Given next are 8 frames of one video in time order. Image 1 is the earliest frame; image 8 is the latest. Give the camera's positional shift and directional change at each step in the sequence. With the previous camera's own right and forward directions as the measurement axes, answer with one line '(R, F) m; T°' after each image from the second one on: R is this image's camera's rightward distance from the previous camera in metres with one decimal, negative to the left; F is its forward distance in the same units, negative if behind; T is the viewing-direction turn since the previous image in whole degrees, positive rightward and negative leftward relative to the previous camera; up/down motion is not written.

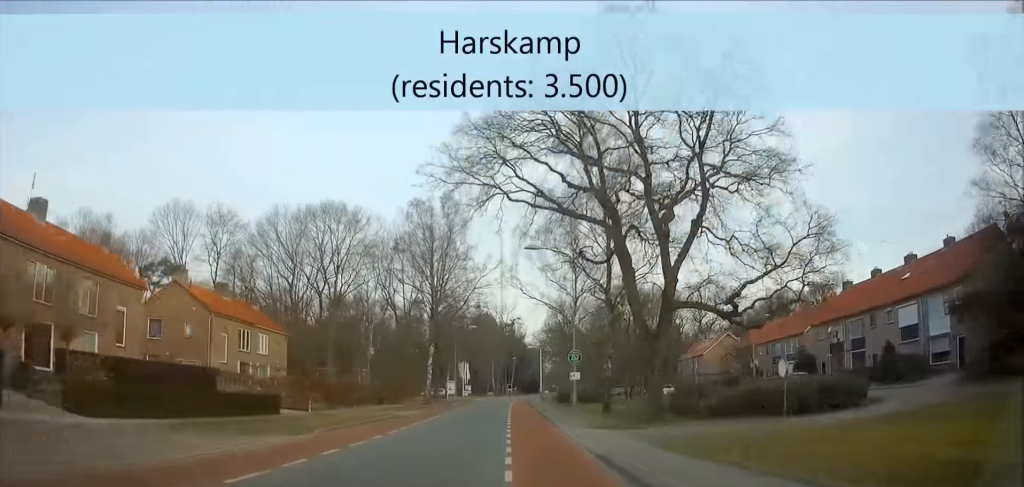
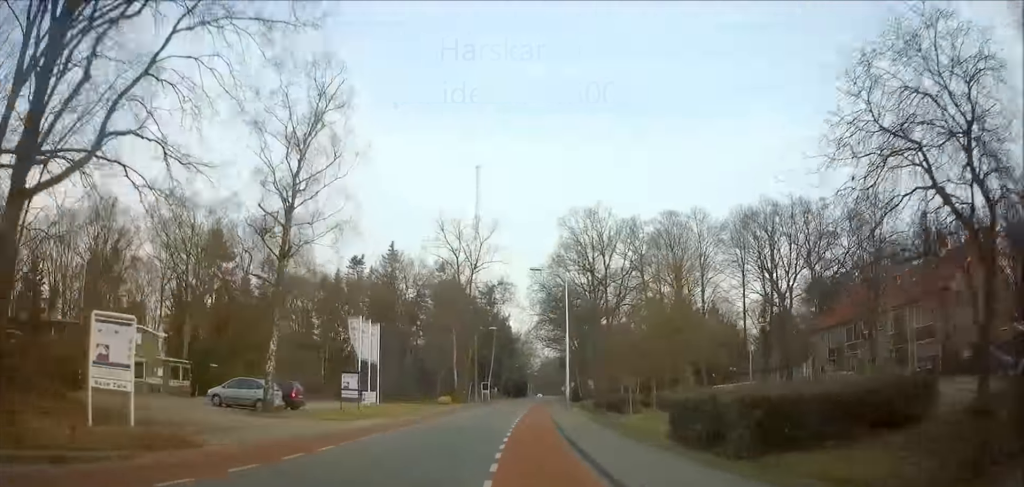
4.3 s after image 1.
(+1.0, +66.1) m; +2°
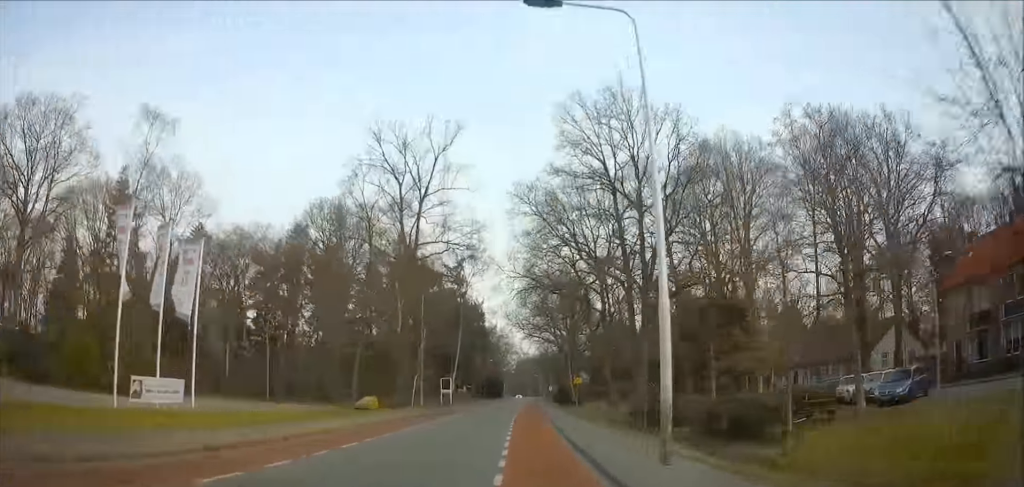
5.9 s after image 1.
(+0.3, +26.0) m; +1°
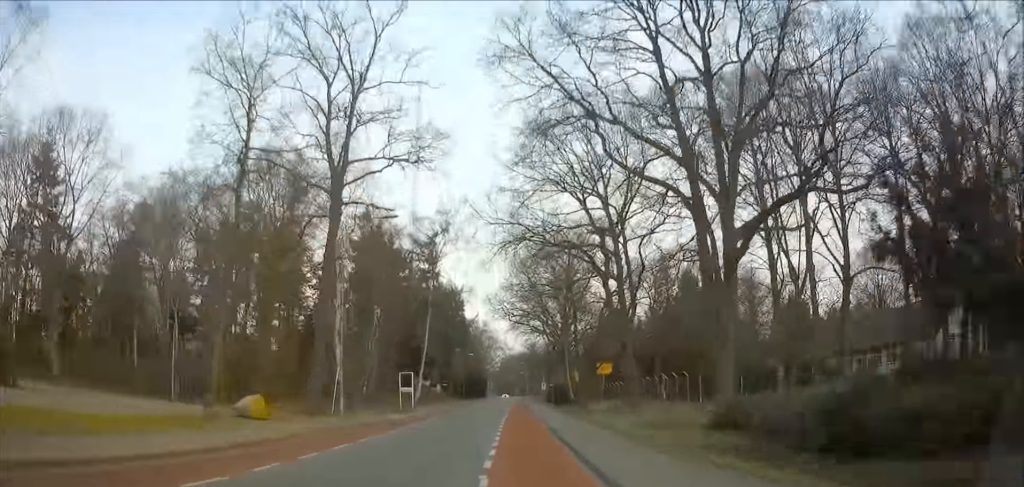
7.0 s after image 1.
(+0.1, +16.6) m; +1°
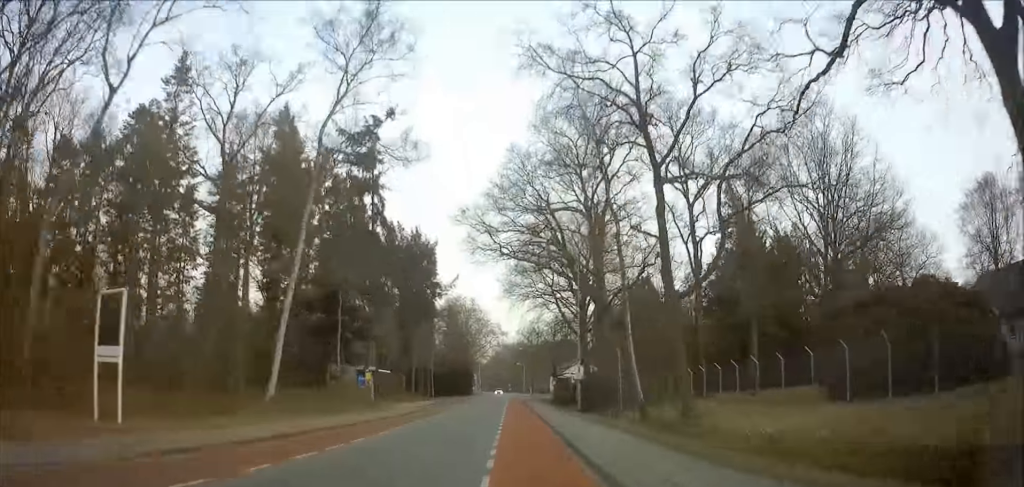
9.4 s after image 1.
(+0.7, +37.3) m; +1°
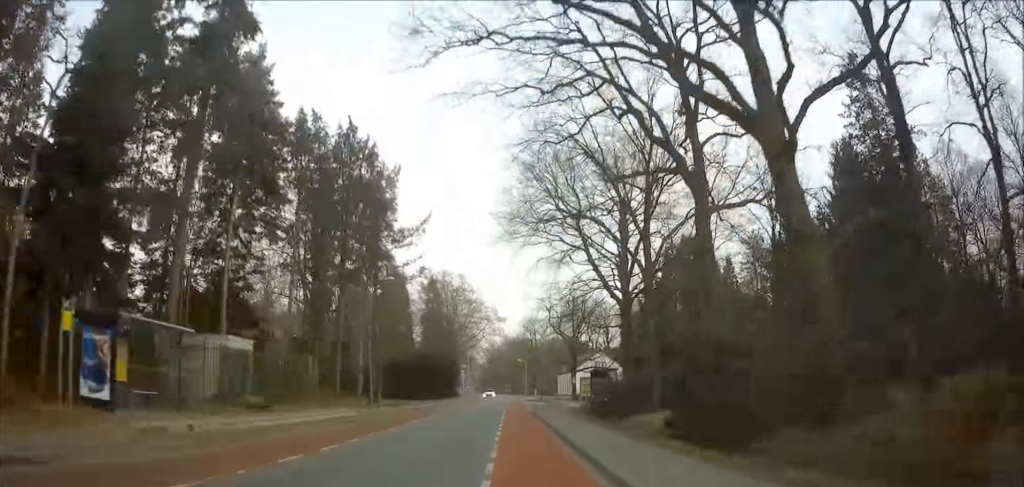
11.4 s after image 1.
(0.0, +31.0) m; 0°
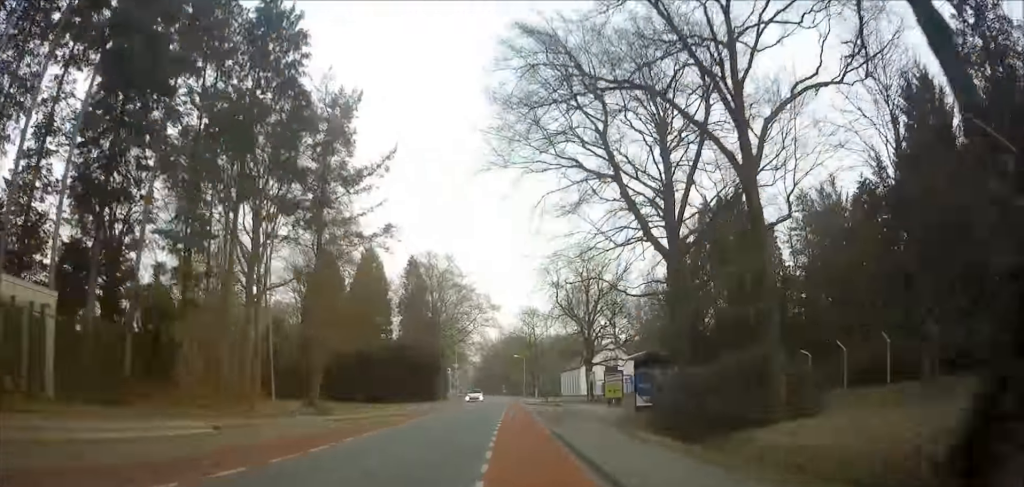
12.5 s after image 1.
(+0.1, +16.5) m; 0°
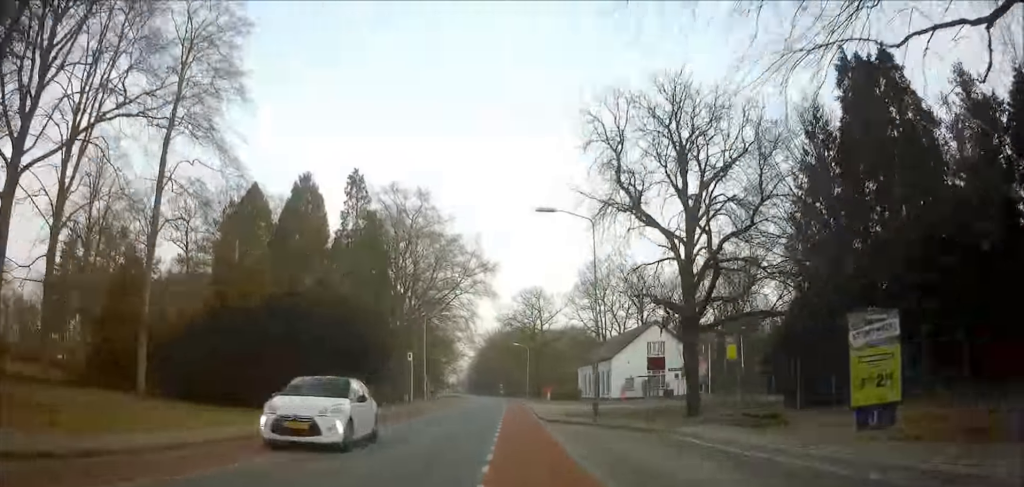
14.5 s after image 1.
(+0.1, +30.9) m; -1°
